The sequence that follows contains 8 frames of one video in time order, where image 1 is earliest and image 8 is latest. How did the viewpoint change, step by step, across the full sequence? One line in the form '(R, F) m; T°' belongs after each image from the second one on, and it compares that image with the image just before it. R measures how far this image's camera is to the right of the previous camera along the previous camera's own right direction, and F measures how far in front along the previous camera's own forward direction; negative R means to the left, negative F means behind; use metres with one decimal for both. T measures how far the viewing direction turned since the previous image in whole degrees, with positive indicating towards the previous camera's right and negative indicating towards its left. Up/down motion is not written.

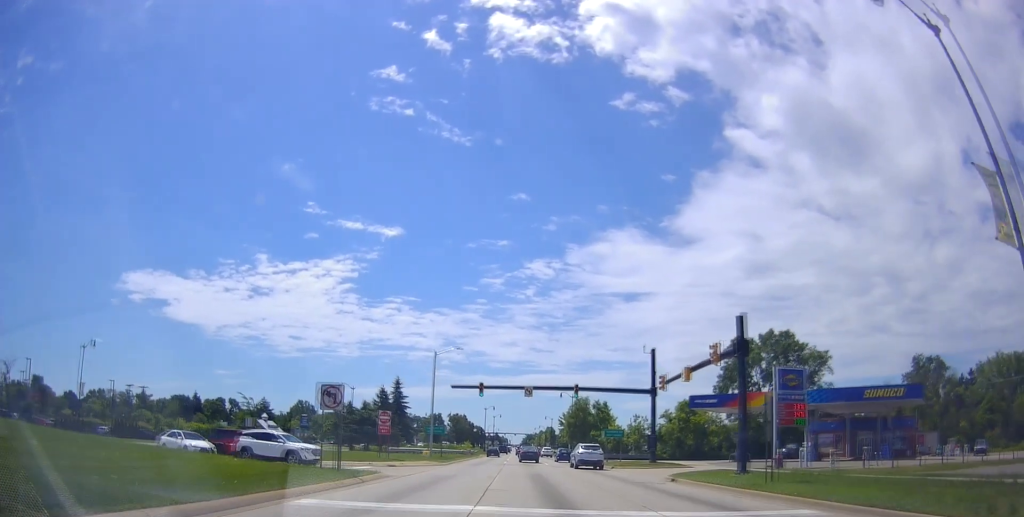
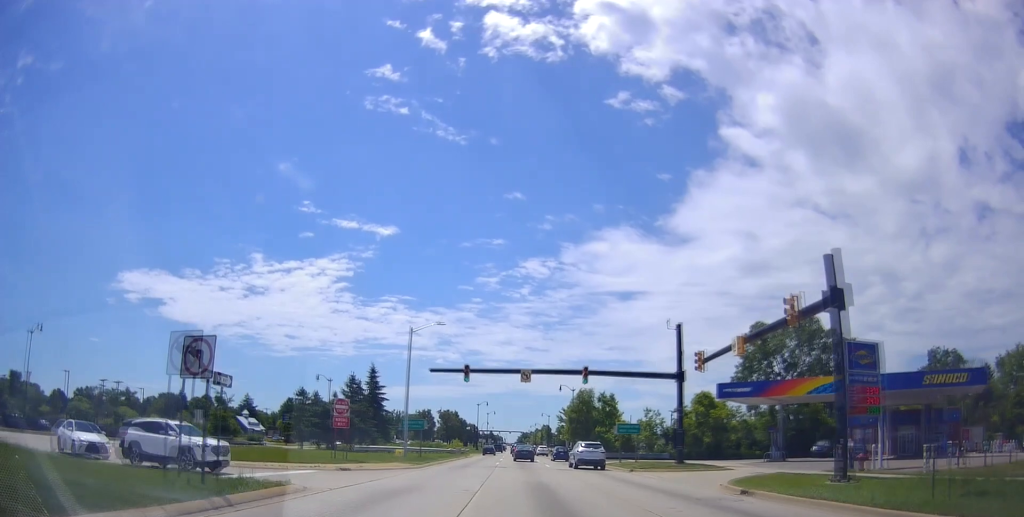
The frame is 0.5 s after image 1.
(-0.3, +9.2) m; 0°
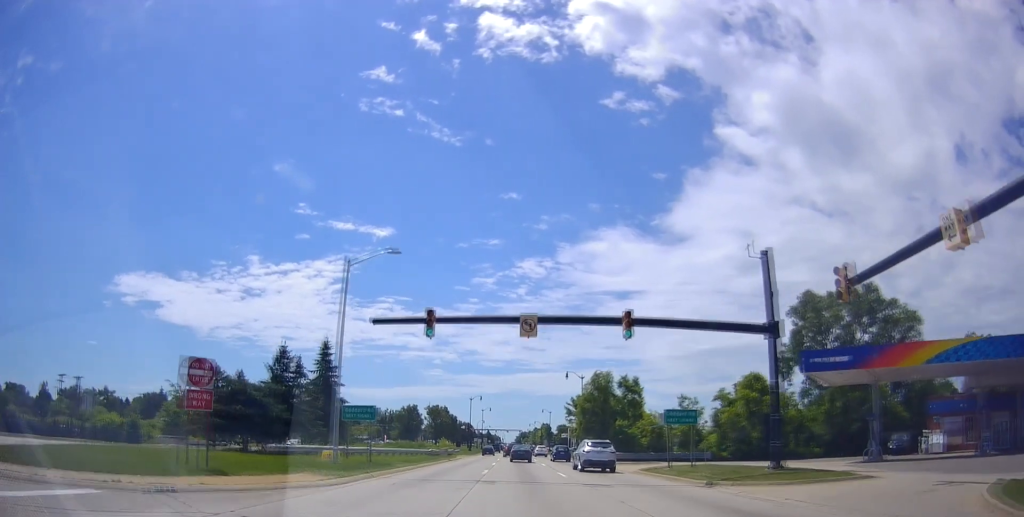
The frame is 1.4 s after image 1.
(-0.3, +15.0) m; +1°
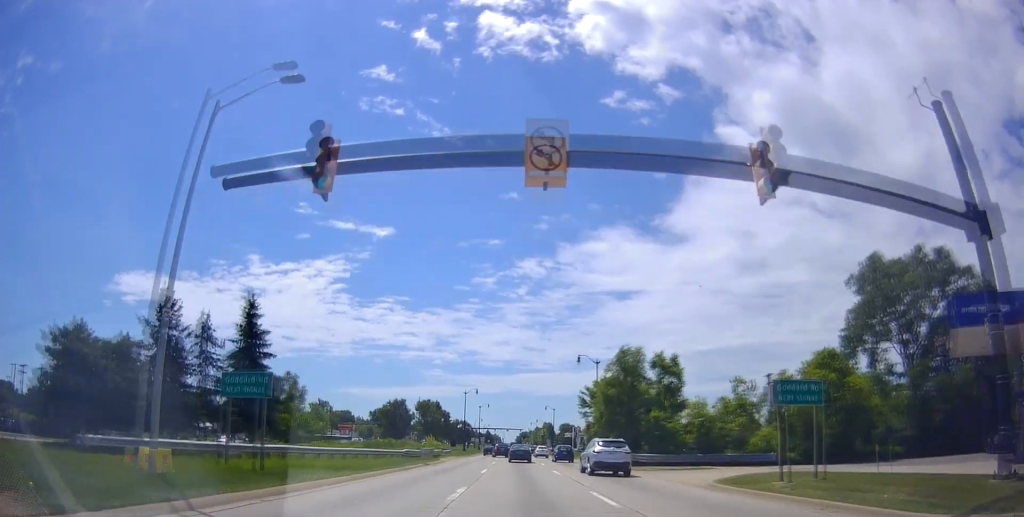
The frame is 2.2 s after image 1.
(+0.5, +13.2) m; +2°
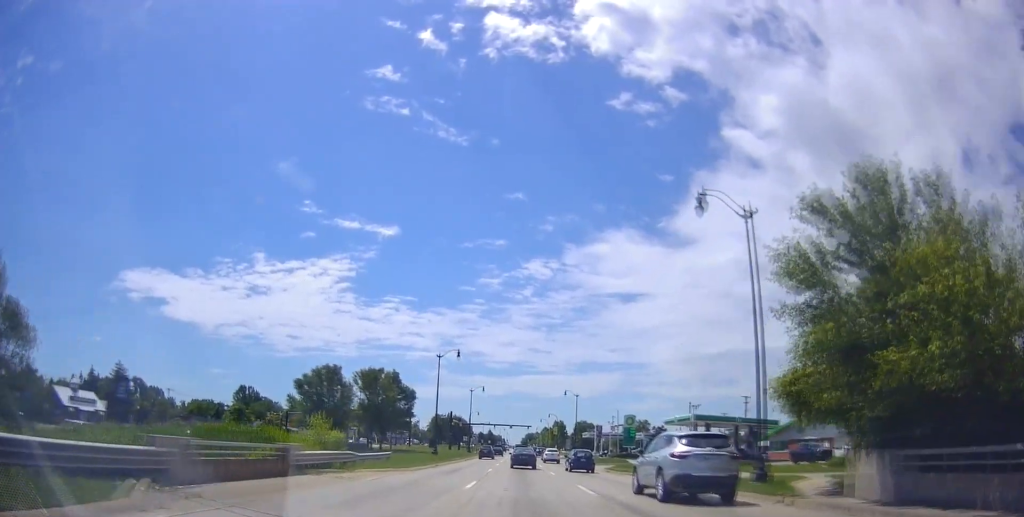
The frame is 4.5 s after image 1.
(-0.6, +40.6) m; -3°
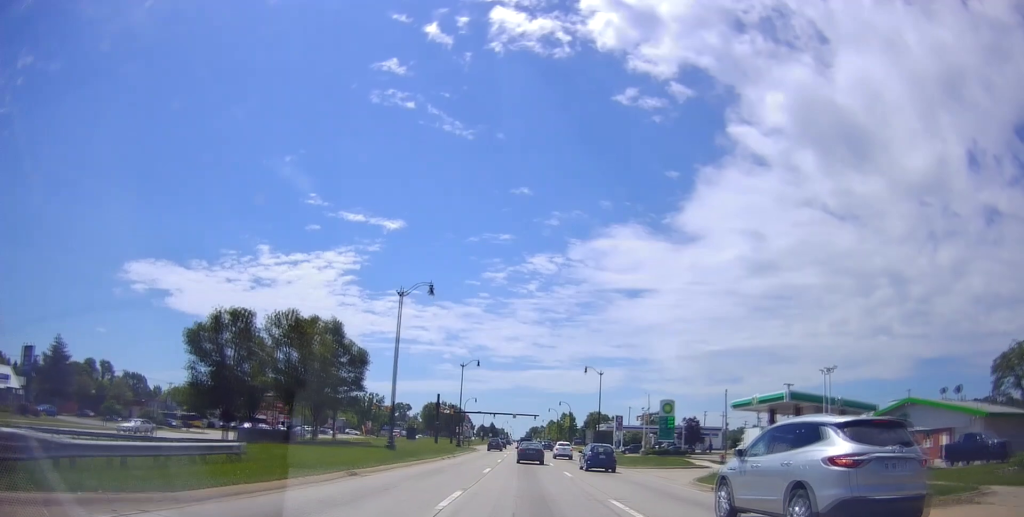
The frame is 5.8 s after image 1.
(0.0, +22.5) m; +2°
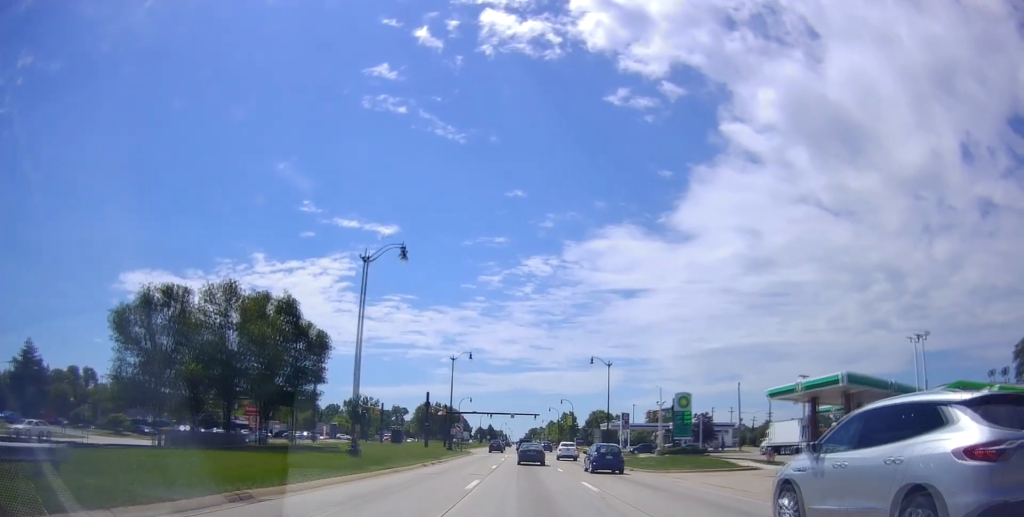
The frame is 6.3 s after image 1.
(+0.1, +8.6) m; +1°
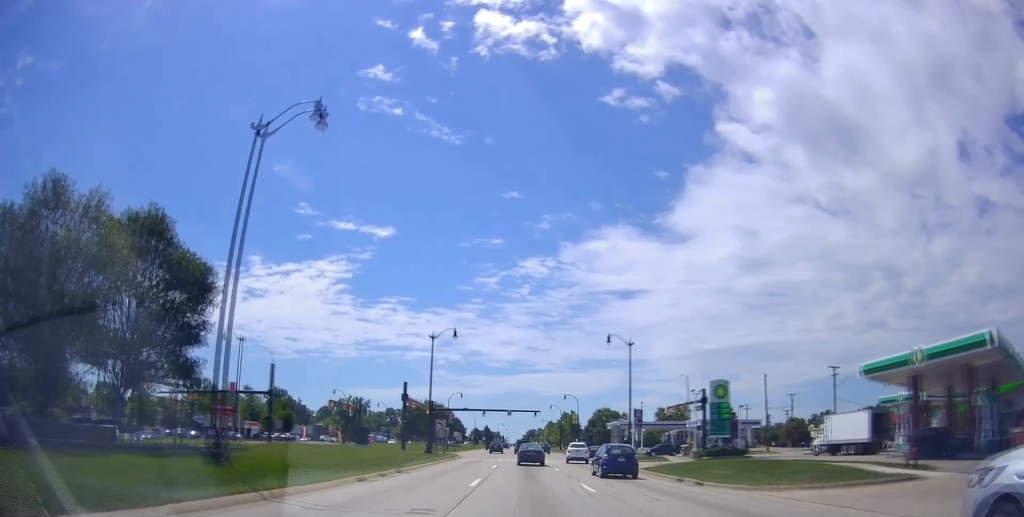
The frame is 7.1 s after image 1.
(0.0, +14.2) m; 0°
